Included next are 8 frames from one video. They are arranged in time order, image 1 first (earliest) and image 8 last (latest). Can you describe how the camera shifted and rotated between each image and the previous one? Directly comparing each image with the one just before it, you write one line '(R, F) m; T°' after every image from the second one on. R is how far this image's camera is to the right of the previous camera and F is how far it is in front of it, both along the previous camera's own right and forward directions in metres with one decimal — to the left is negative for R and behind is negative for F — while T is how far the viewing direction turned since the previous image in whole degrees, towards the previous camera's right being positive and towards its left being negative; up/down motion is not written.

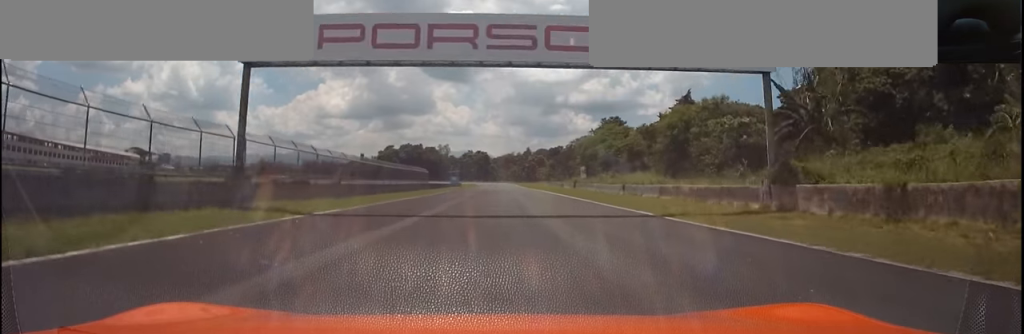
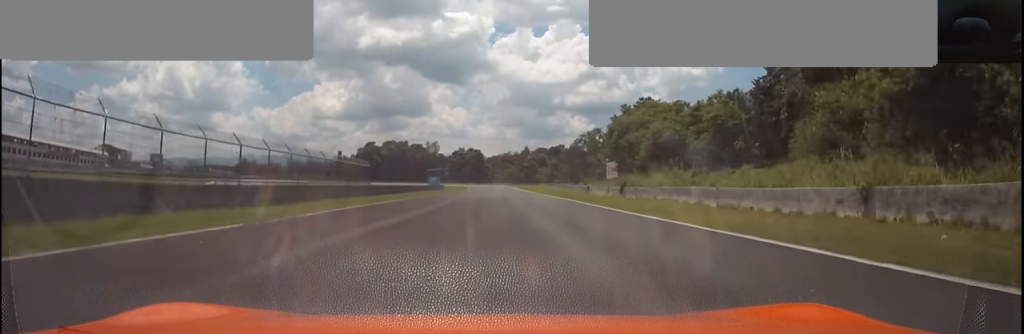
(0.0, +31.6) m; 0°
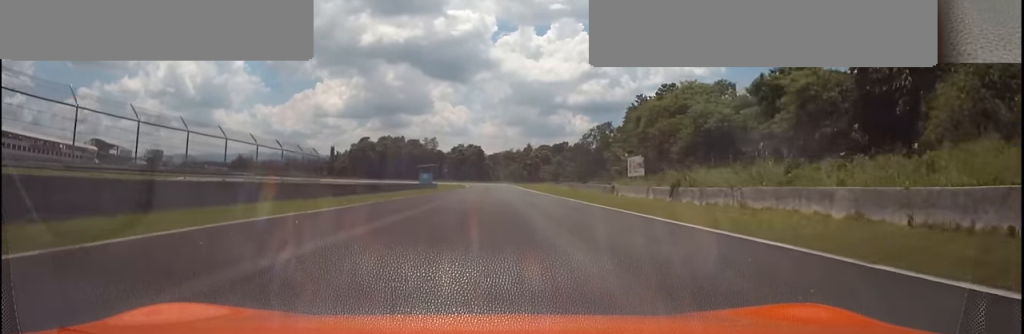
(+0.1, +13.3) m; 0°
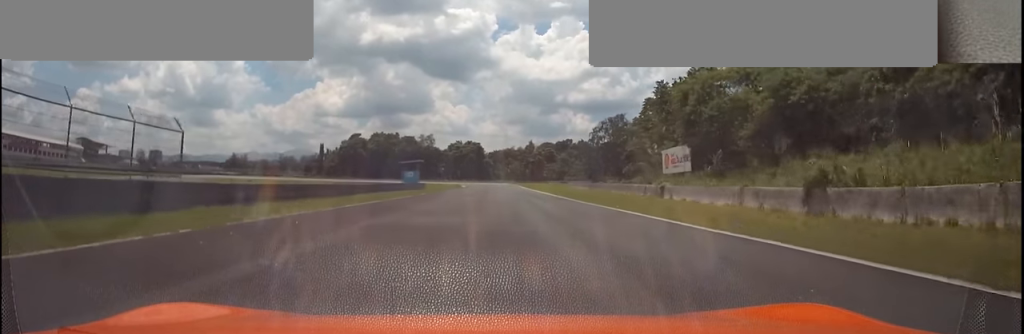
(0.0, +15.1) m; 0°
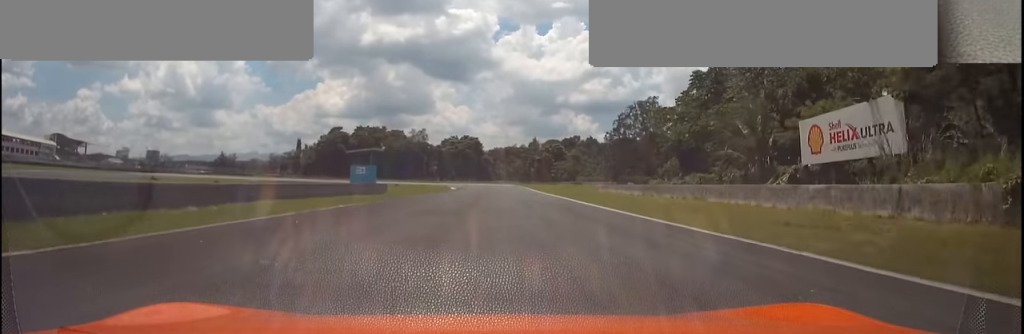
(0.0, +27.1) m; 0°
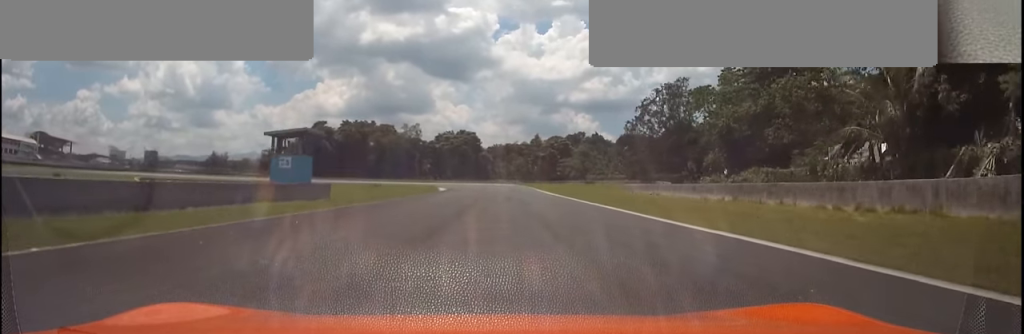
(+0.1, +17.6) m; 0°
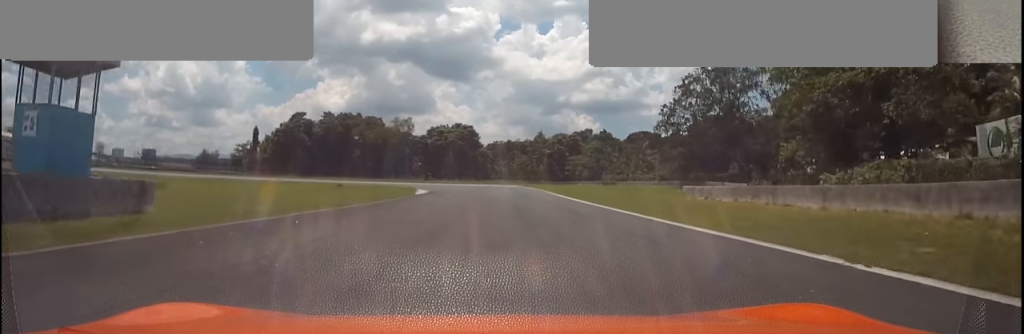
(-0.1, +20.4) m; -1°
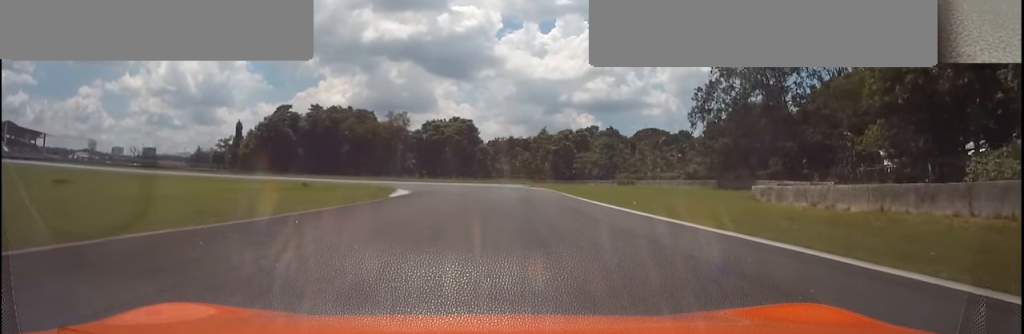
(0.0, +11.6) m; 0°
